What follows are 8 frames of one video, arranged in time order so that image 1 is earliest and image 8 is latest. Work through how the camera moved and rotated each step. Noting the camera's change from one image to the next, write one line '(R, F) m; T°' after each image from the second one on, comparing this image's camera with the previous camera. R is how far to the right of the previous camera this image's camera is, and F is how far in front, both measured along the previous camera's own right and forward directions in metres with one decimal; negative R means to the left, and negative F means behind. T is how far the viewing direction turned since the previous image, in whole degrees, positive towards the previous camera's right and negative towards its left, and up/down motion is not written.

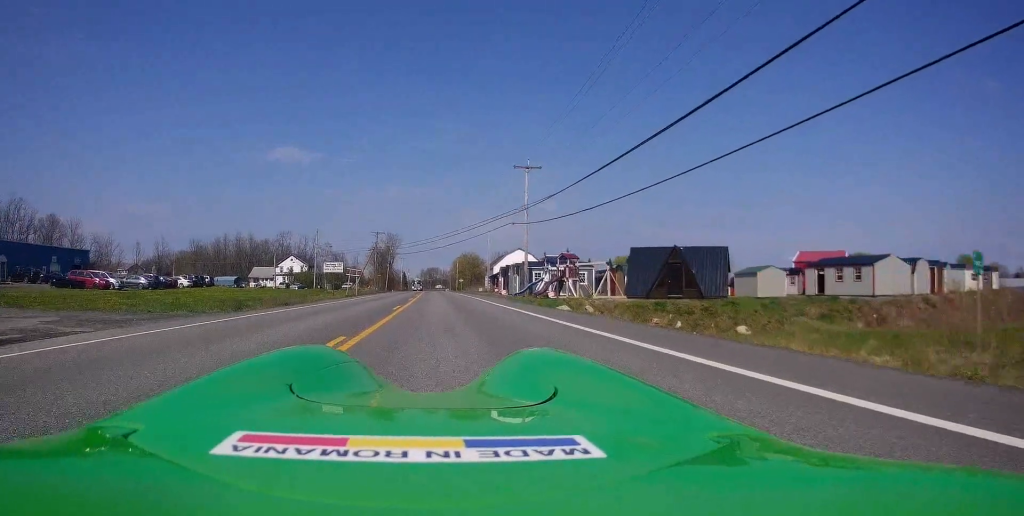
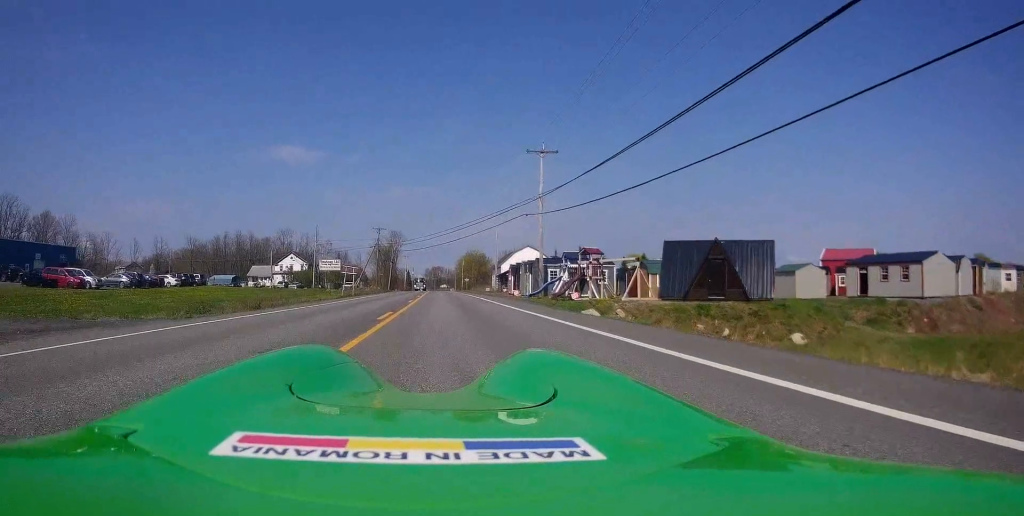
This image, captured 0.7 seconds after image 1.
(0.0, +5.2) m; 0°
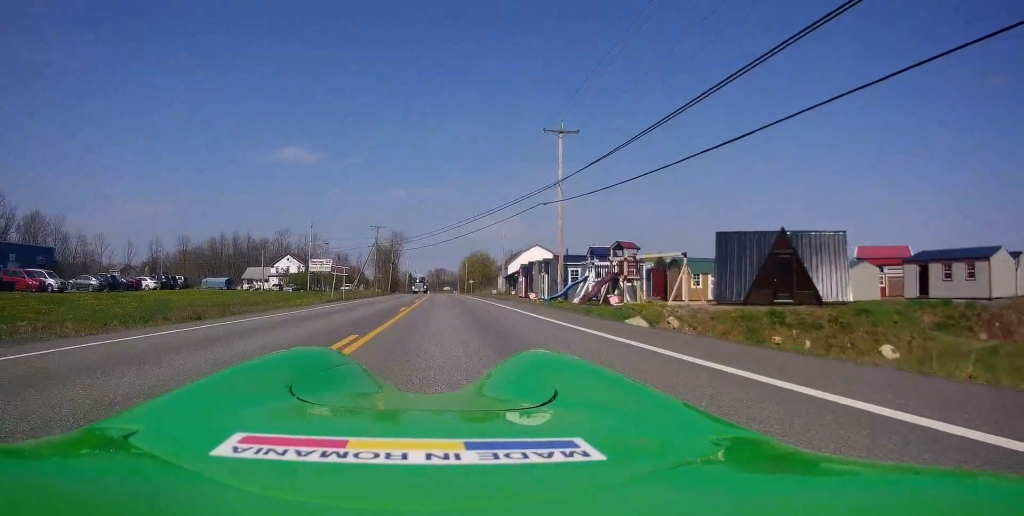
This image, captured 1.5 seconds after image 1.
(0.0, +6.5) m; 0°
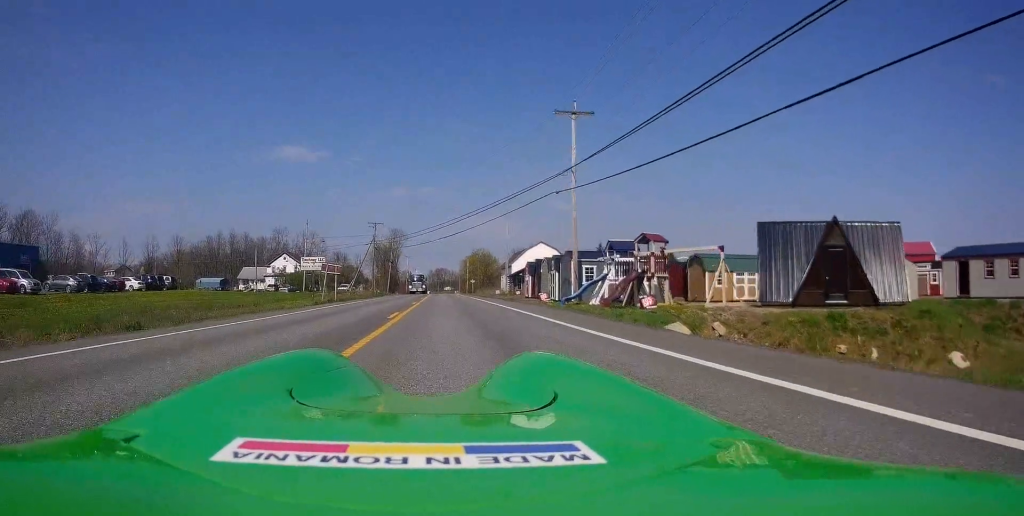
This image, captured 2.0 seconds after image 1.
(0.0, +3.9) m; 0°
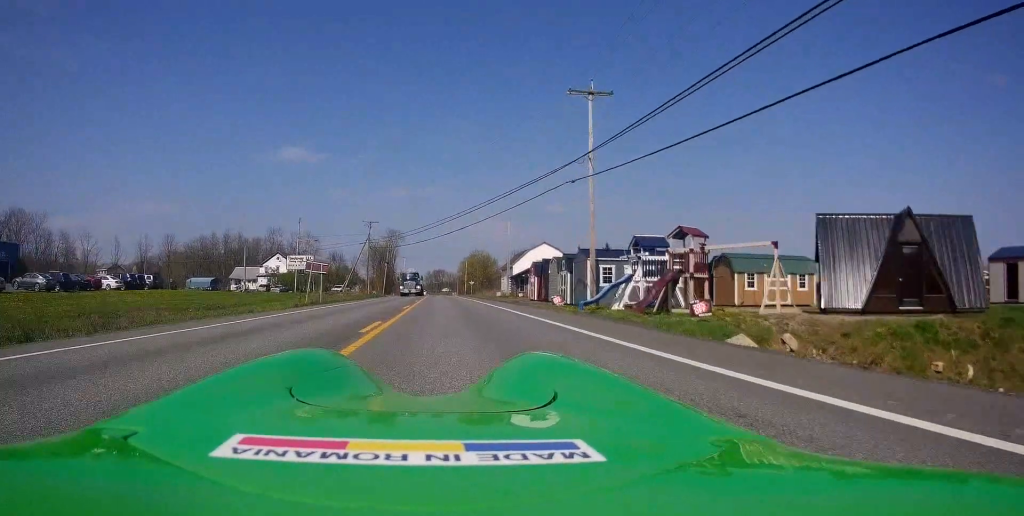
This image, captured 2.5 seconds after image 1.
(0.0, +4.3) m; +1°
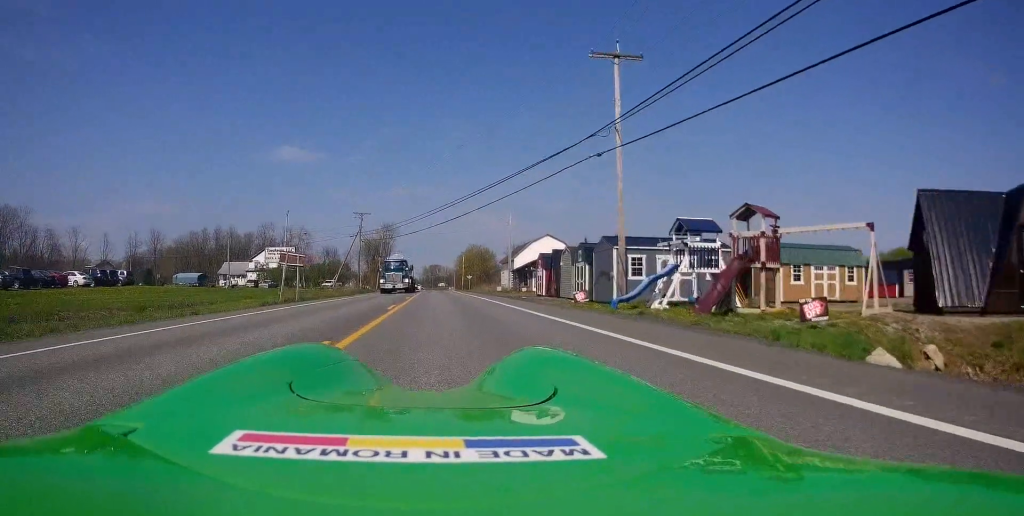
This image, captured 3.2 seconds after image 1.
(+0.1, +5.6) m; +1°
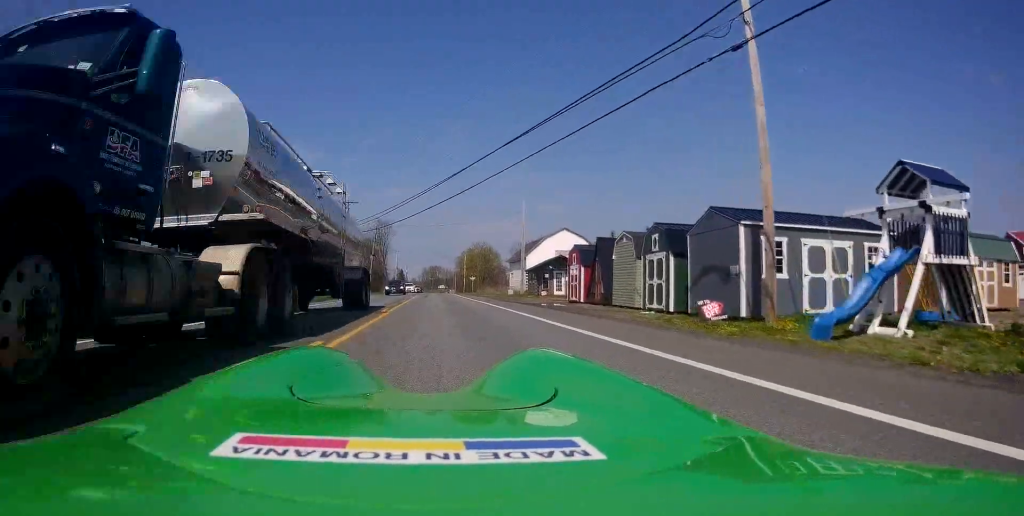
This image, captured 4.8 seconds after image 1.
(-0.1, +11.8) m; -2°
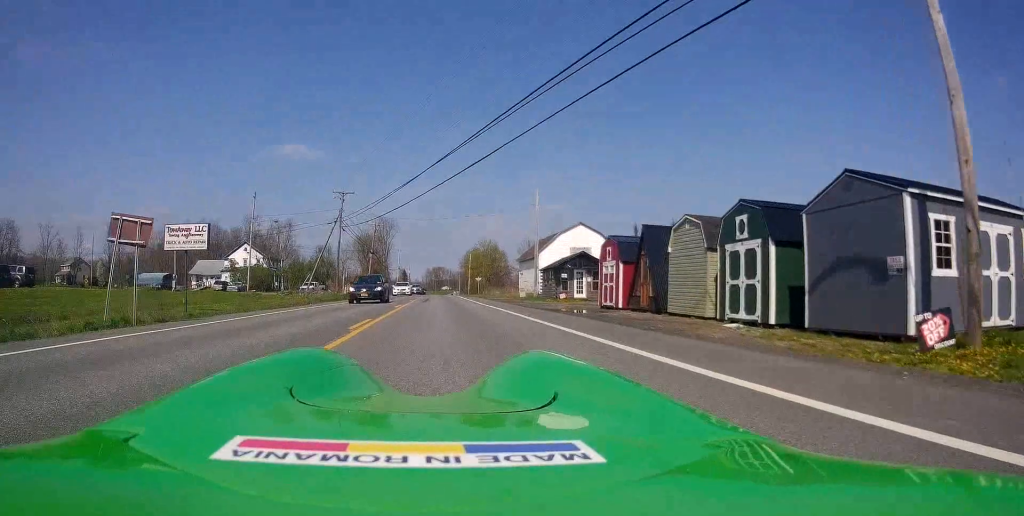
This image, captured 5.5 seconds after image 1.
(0.0, +6.3) m; 0°
